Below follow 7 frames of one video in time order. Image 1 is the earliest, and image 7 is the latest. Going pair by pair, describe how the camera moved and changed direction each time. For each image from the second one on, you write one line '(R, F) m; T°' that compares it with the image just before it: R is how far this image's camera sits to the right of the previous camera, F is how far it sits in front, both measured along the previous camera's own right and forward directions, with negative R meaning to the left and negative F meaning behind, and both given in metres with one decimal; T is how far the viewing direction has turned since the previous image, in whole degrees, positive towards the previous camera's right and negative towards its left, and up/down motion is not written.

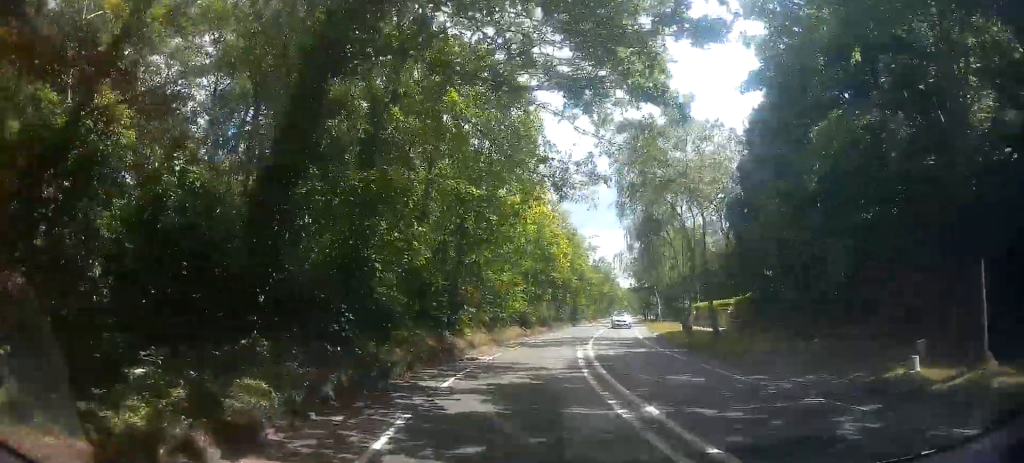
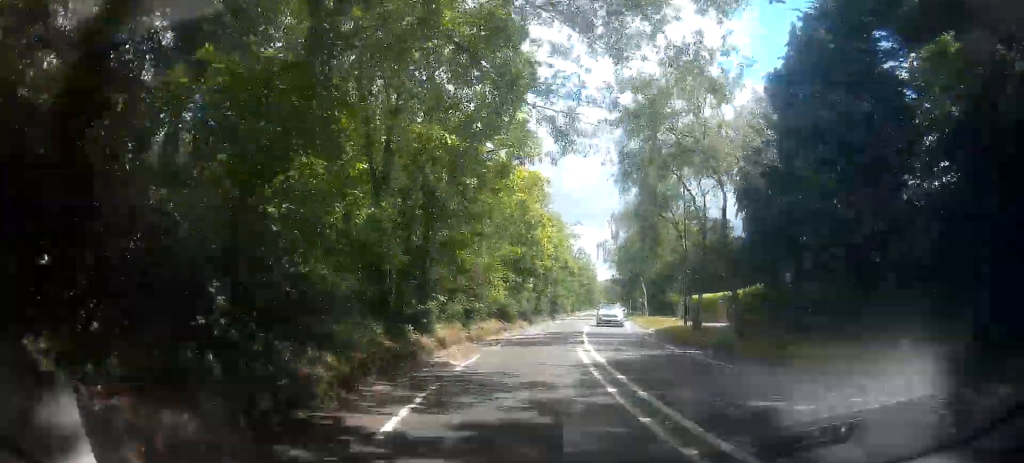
(+0.1, +4.7) m; +2°
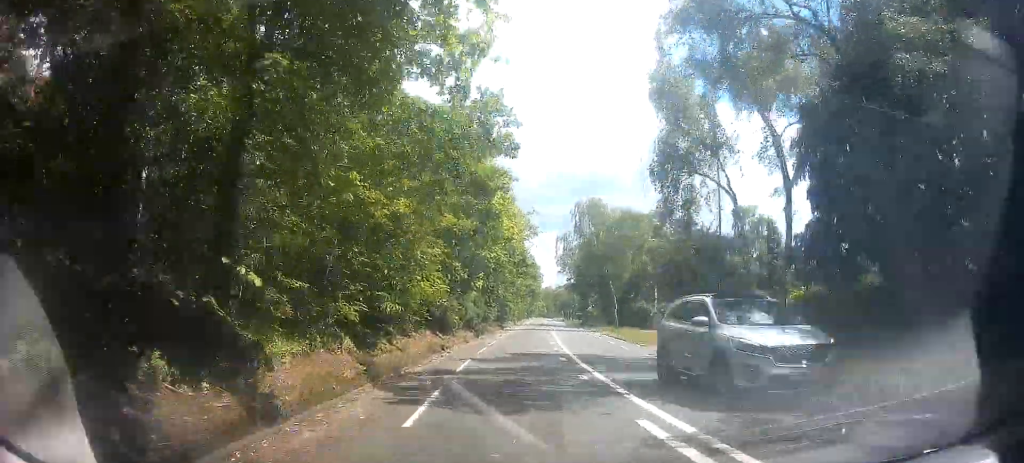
(+0.4, +11.4) m; +6°
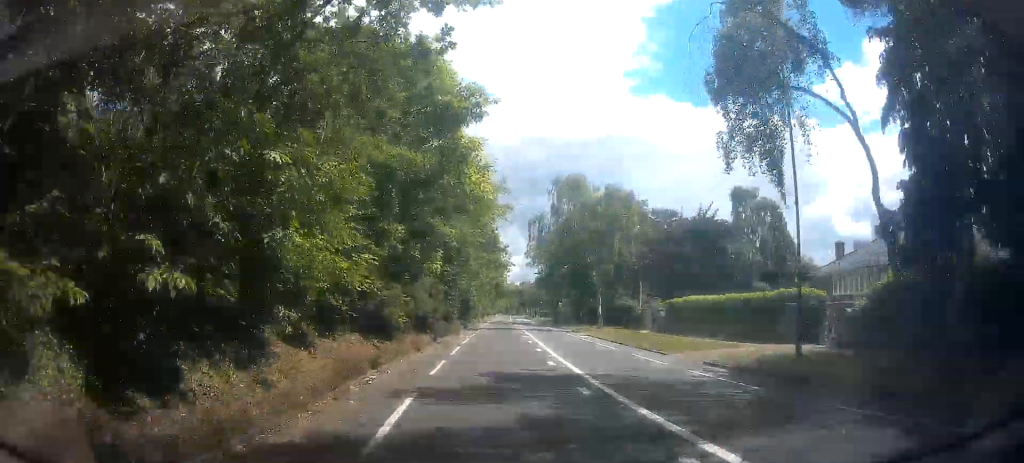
(+0.4, +7.5) m; +3°
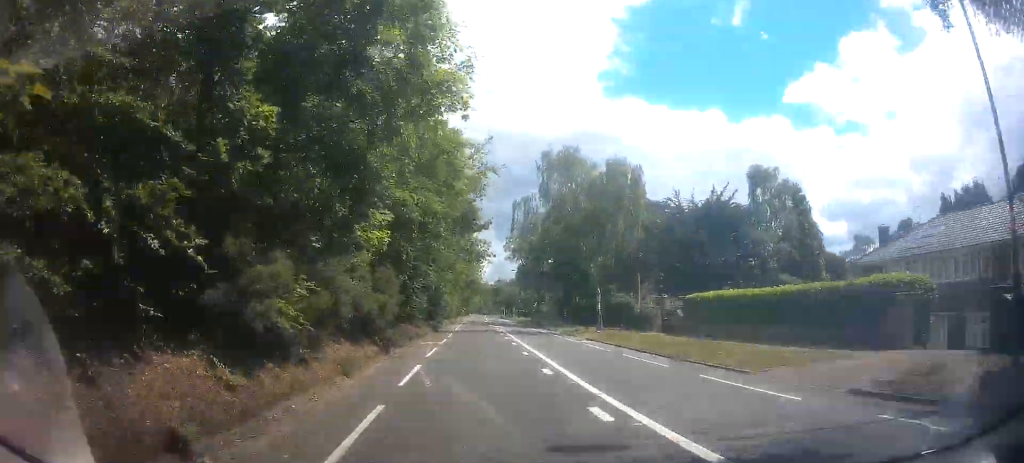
(+0.2, +7.3) m; +3°
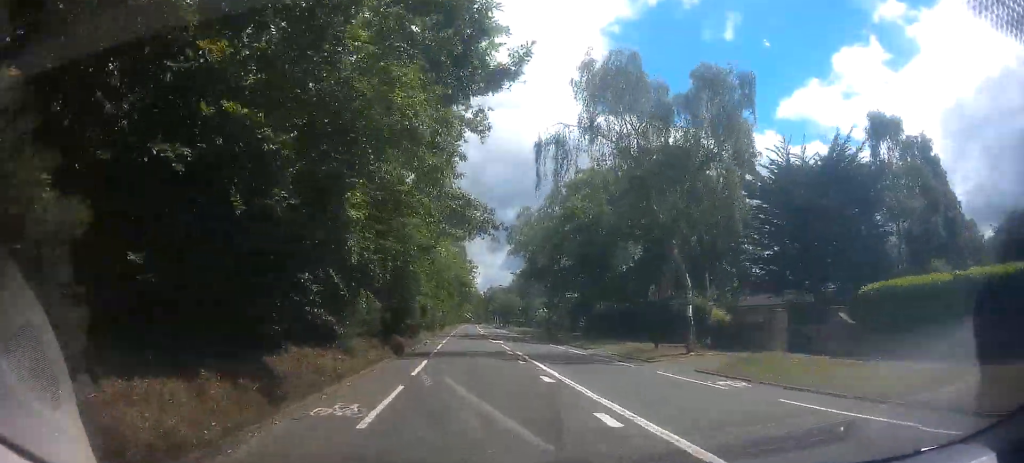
(+0.5, +14.7) m; +4°
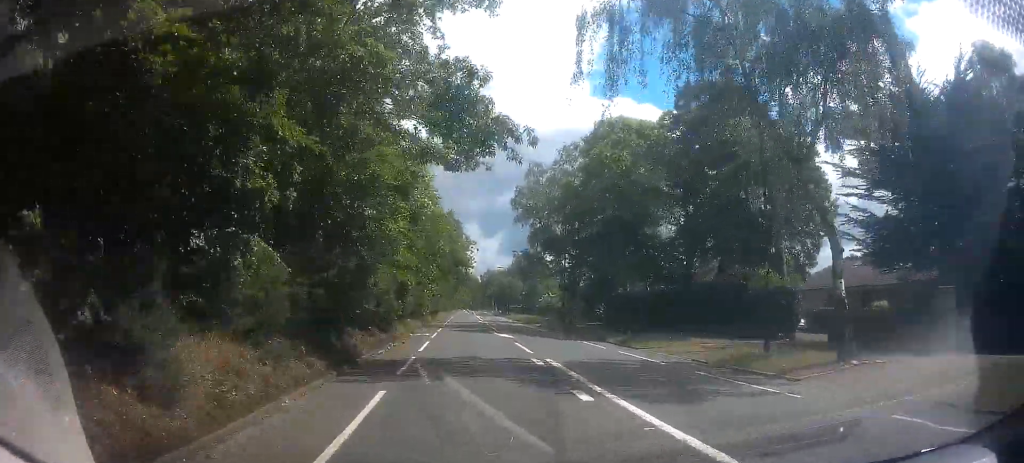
(+0.2, +8.4) m; +1°
